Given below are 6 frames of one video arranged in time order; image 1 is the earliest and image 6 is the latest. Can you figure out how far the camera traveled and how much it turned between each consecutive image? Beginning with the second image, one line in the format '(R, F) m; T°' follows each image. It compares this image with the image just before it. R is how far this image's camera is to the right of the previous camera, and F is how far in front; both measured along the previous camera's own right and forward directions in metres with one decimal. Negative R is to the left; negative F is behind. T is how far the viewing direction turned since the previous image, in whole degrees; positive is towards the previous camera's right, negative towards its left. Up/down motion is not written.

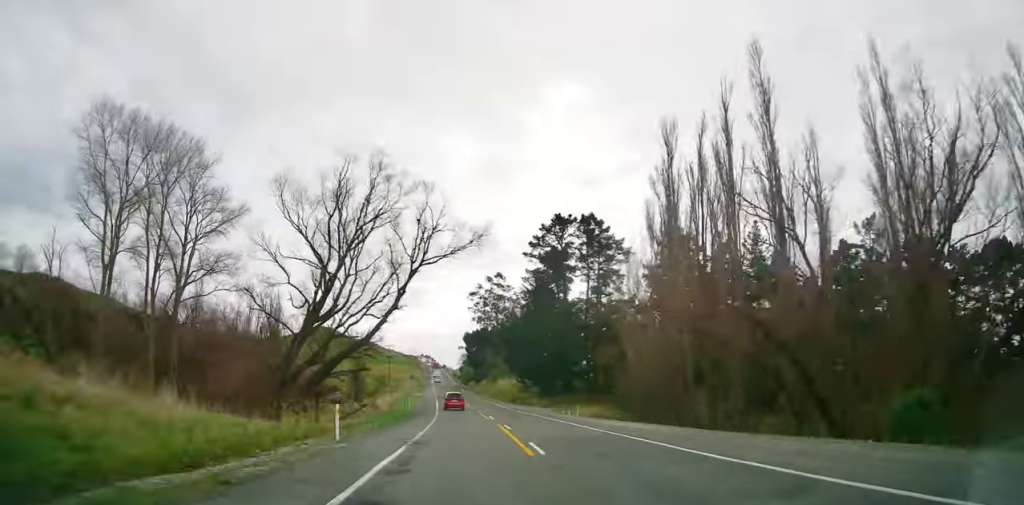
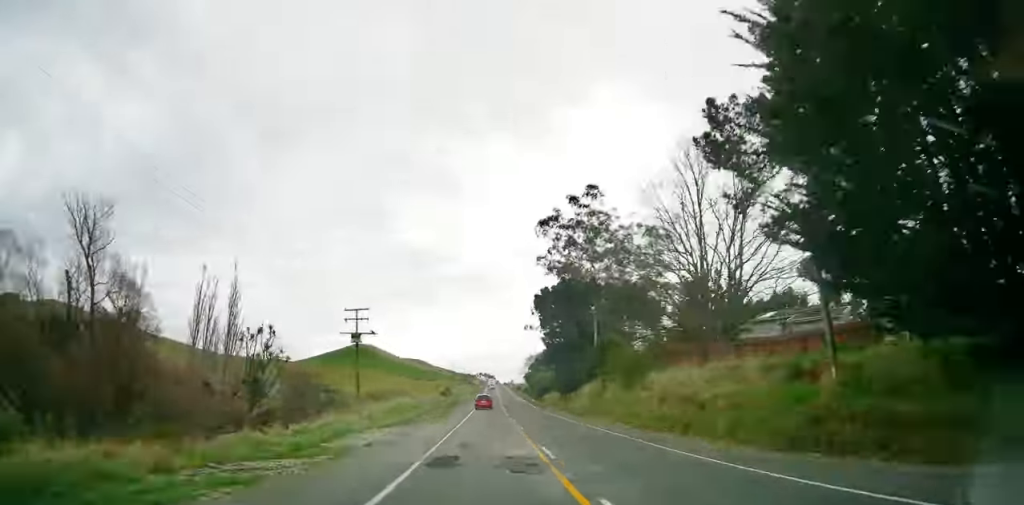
(-2.7, +68.7) m; -4°
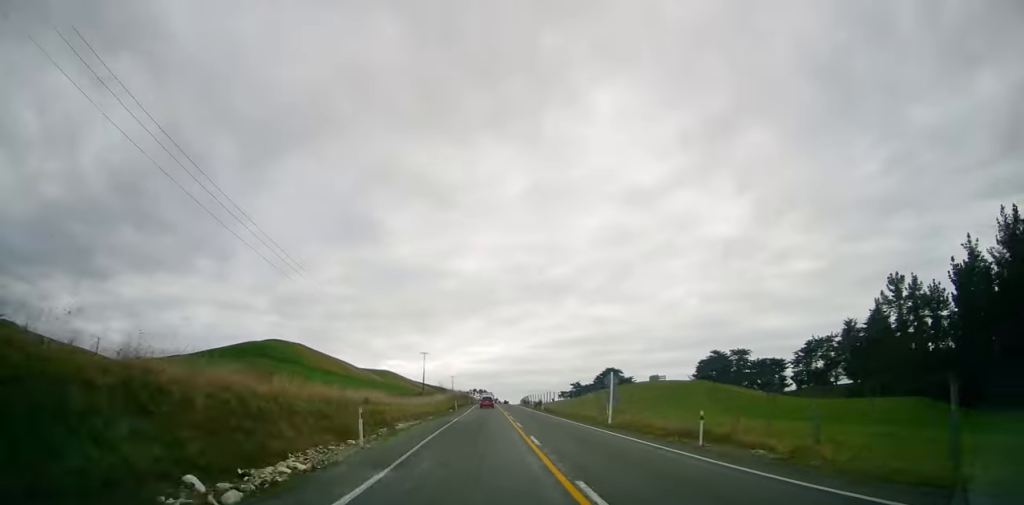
(-6.1, +165.0) m; -2°
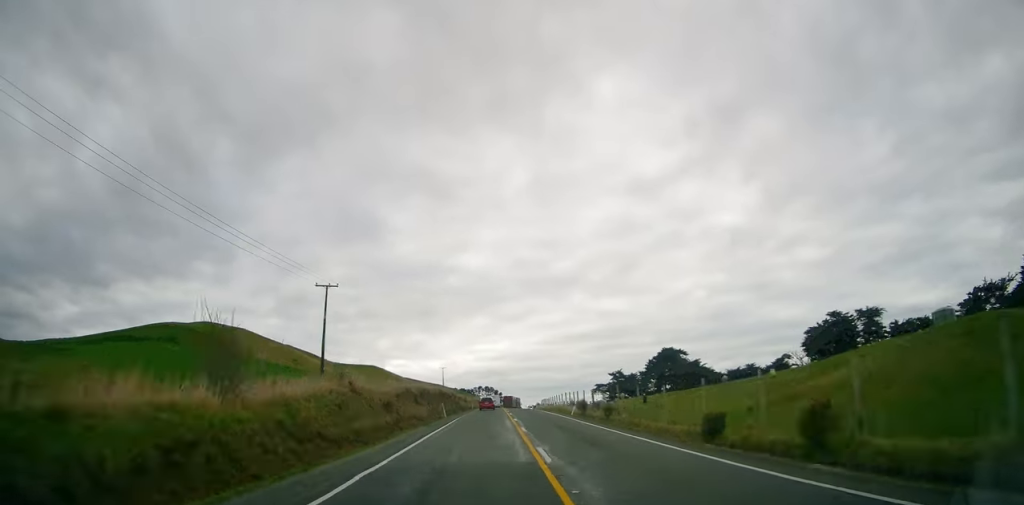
(-0.5, +75.2) m; 0°
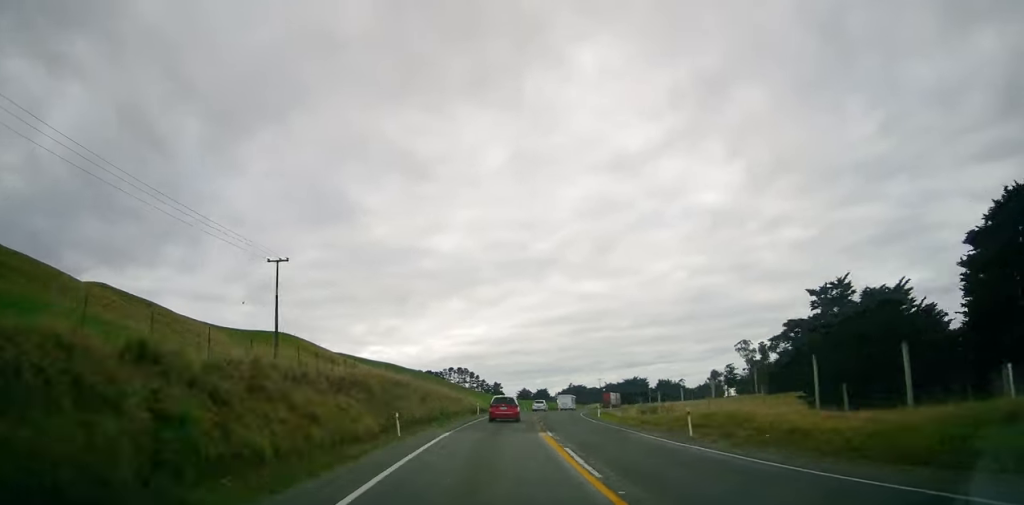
(+4.7, +122.1) m; +7°
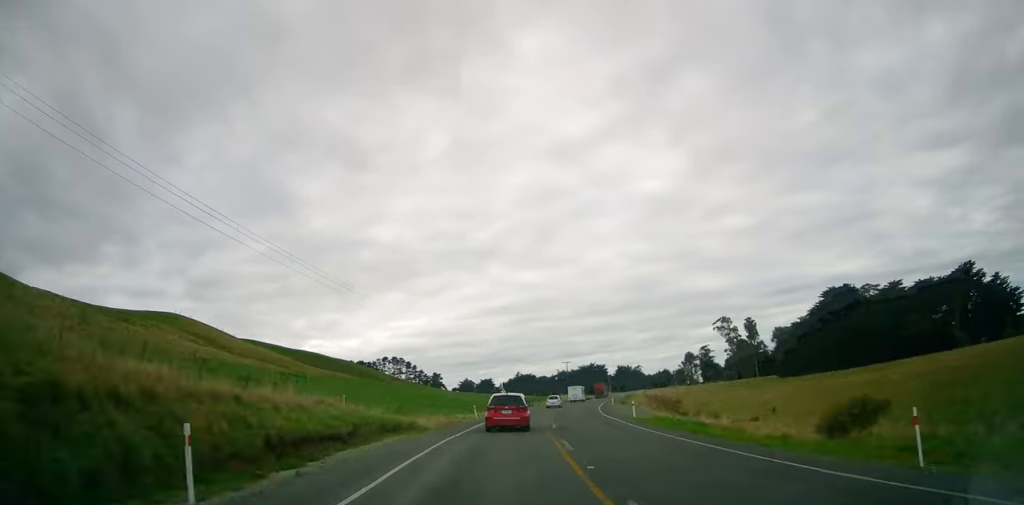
(+1.5, +42.5) m; +5°
